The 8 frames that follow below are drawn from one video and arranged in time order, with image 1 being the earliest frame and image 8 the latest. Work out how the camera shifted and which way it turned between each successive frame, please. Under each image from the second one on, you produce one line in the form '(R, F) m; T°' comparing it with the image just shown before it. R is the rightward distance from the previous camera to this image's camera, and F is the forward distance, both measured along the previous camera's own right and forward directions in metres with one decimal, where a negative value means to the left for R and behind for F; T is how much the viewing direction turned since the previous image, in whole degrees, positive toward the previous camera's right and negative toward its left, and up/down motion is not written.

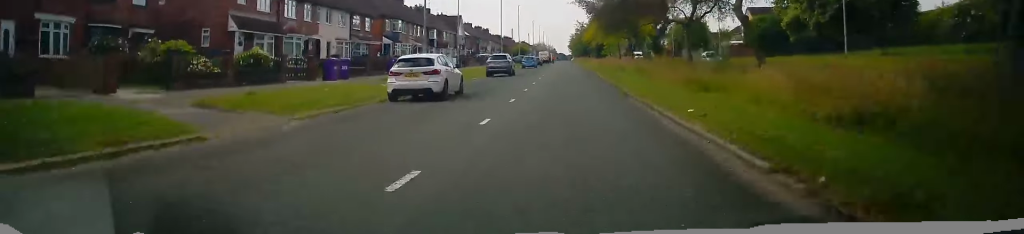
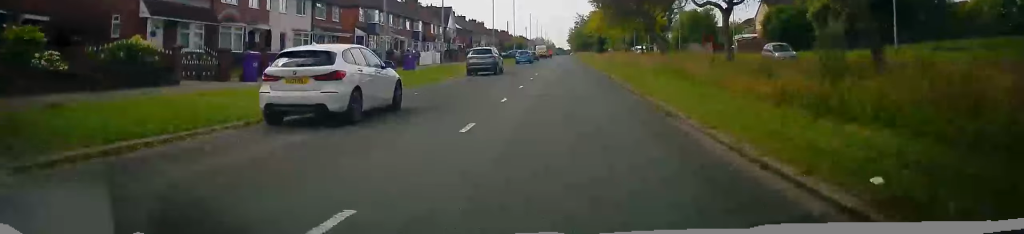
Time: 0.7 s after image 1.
(0.0, +7.9) m; 0°
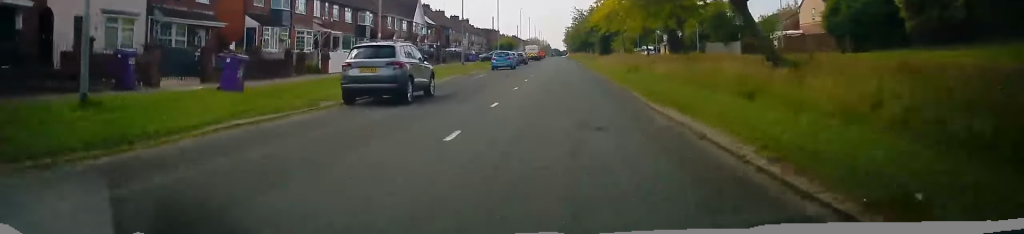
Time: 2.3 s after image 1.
(+0.1, +18.9) m; 0°
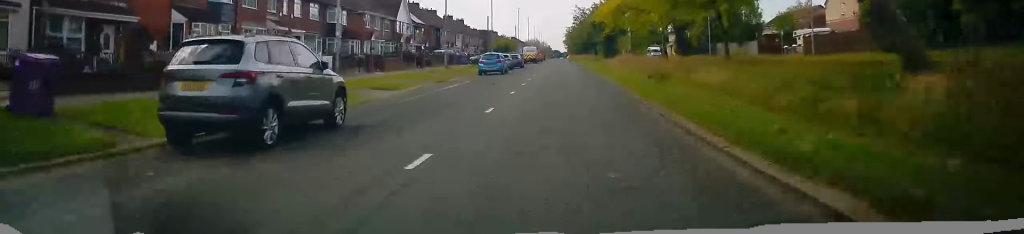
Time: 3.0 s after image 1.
(0.0, +7.7) m; -1°
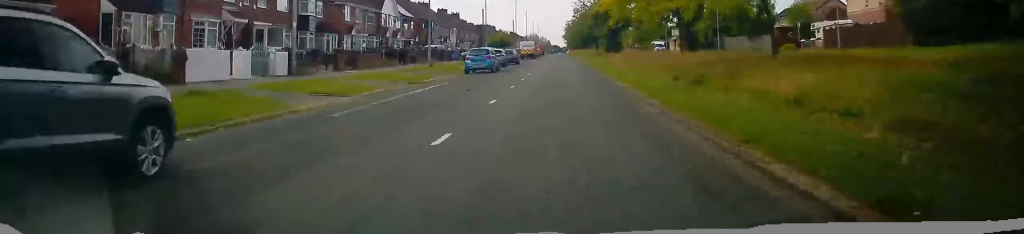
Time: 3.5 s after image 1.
(0.0, +5.4) m; 0°
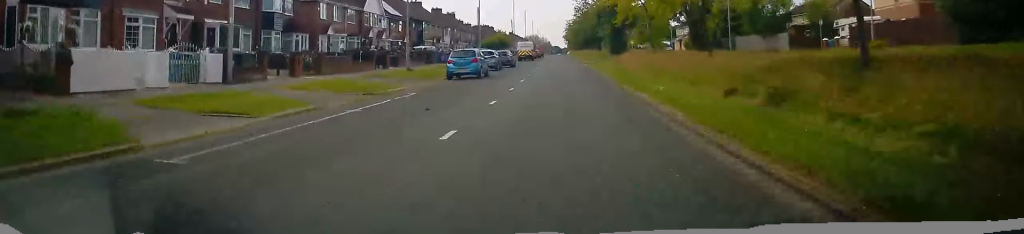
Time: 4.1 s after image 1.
(-0.1, +5.7) m; 0°
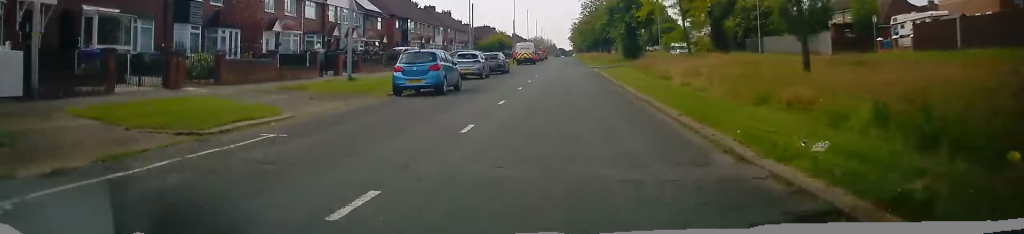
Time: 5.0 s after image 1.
(+0.2, +10.0) m; +1°
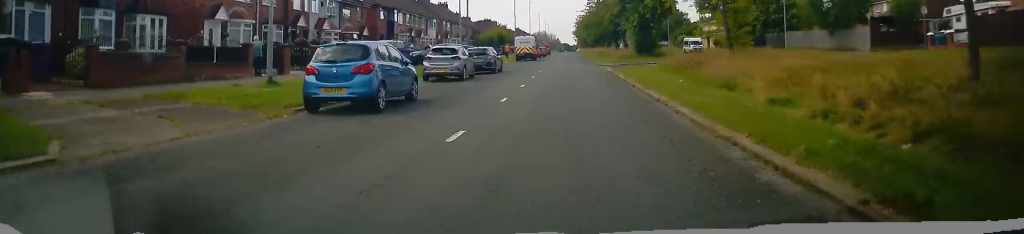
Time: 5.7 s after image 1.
(0.0, +7.1) m; 0°
